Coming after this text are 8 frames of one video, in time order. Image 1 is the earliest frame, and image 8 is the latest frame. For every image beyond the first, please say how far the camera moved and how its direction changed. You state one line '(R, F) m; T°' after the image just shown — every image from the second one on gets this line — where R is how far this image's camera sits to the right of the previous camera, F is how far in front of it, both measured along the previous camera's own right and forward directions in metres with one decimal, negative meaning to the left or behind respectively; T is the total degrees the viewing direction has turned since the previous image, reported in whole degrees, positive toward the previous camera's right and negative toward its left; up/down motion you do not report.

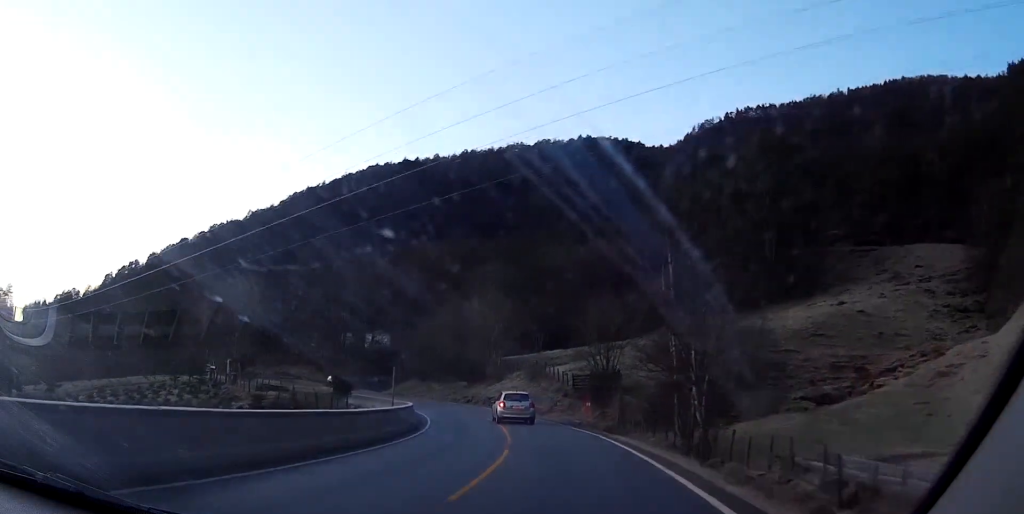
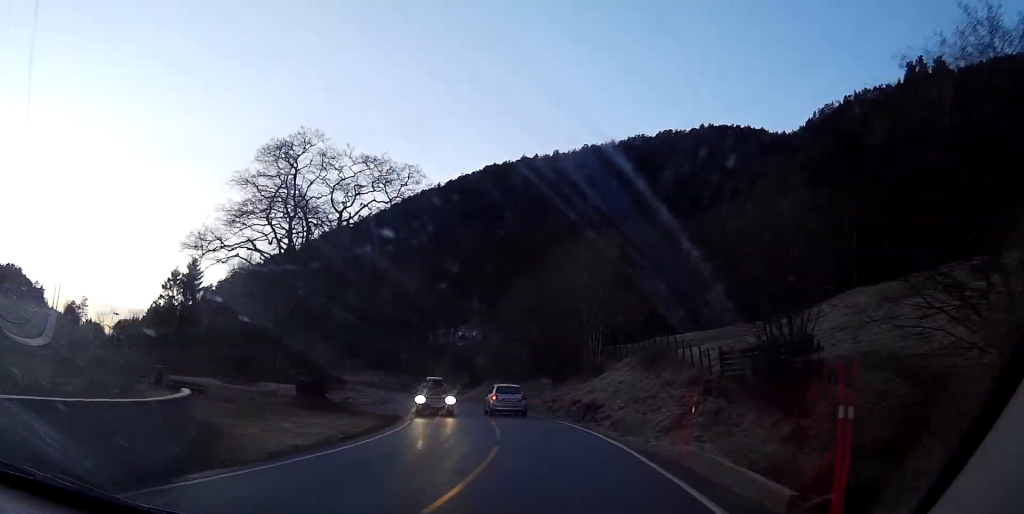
(-3.1, +25.2) m; -12°
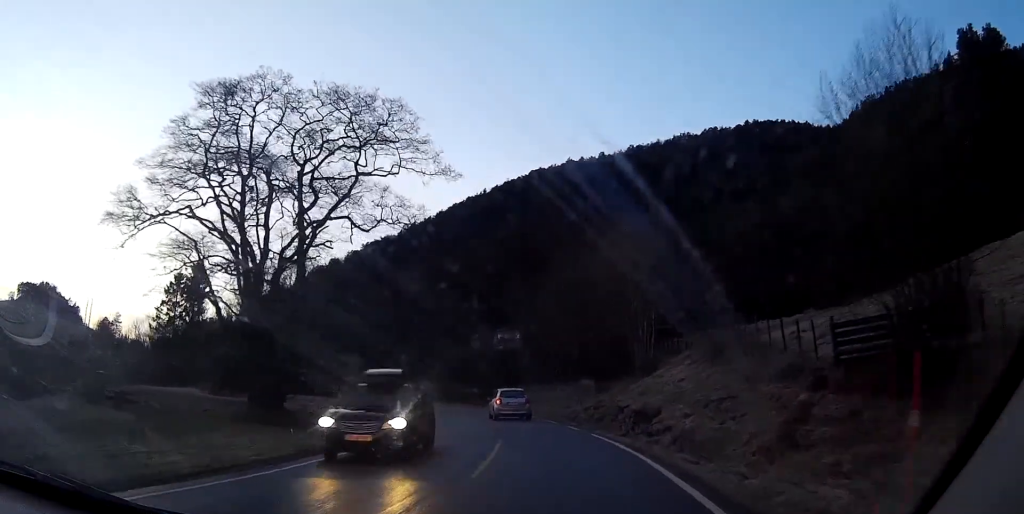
(-0.2, +8.9) m; -4°
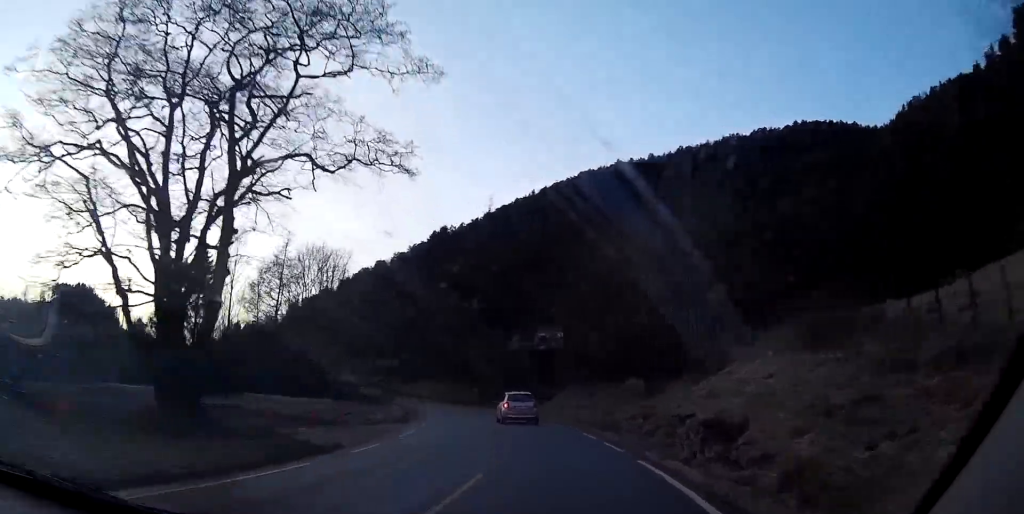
(-0.1, +8.0) m; -3°
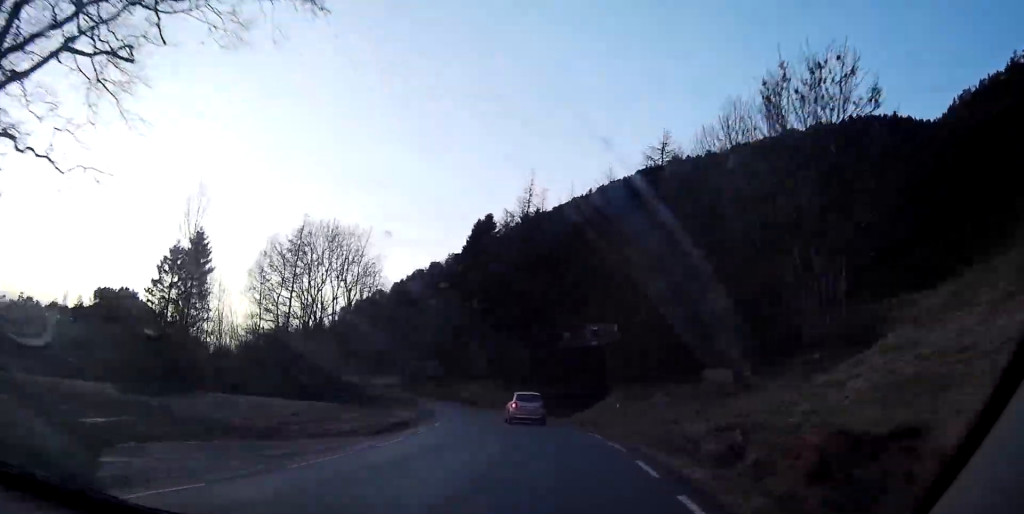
(-0.6, +10.6) m; -5°
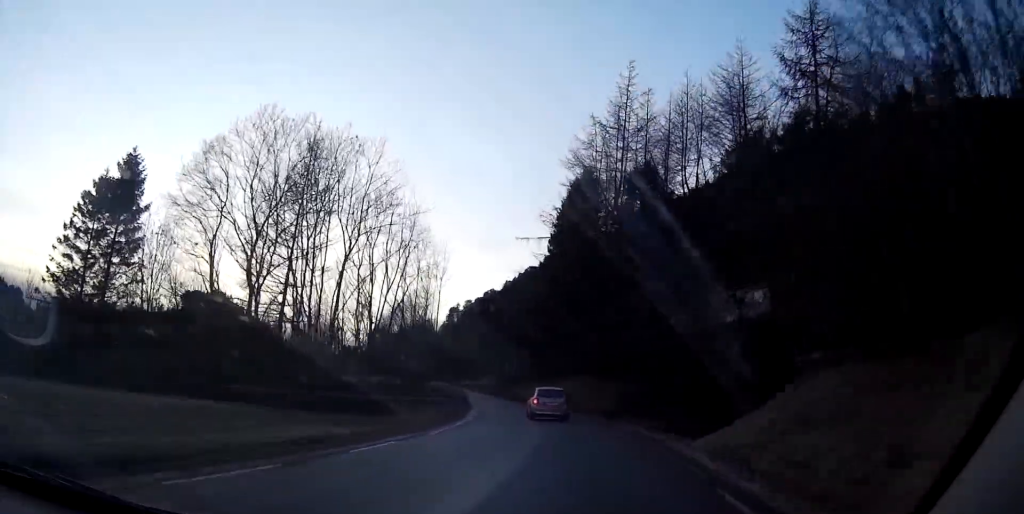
(-2.0, +22.8) m; -10°
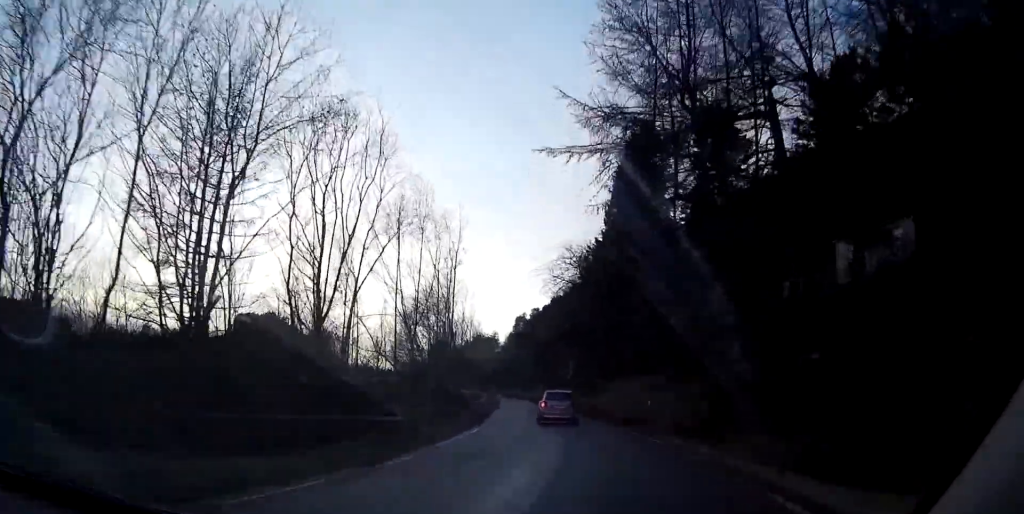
(-1.0, +17.6) m; -7°
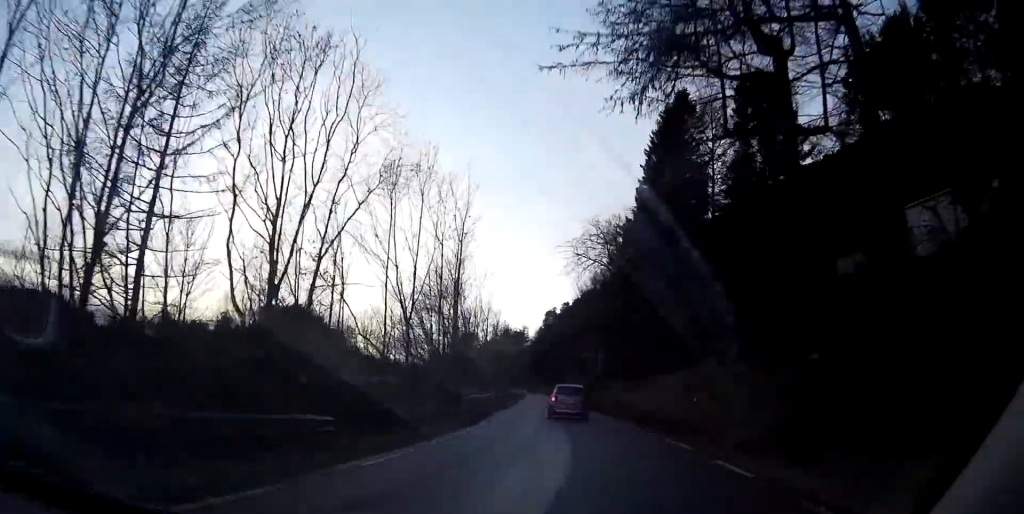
(-0.3, +6.8) m; -2°
